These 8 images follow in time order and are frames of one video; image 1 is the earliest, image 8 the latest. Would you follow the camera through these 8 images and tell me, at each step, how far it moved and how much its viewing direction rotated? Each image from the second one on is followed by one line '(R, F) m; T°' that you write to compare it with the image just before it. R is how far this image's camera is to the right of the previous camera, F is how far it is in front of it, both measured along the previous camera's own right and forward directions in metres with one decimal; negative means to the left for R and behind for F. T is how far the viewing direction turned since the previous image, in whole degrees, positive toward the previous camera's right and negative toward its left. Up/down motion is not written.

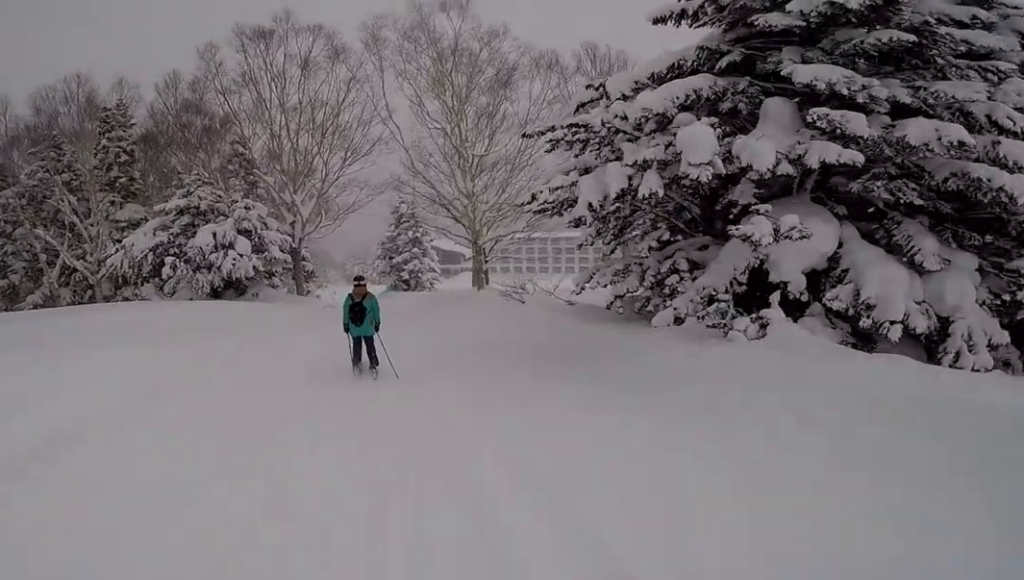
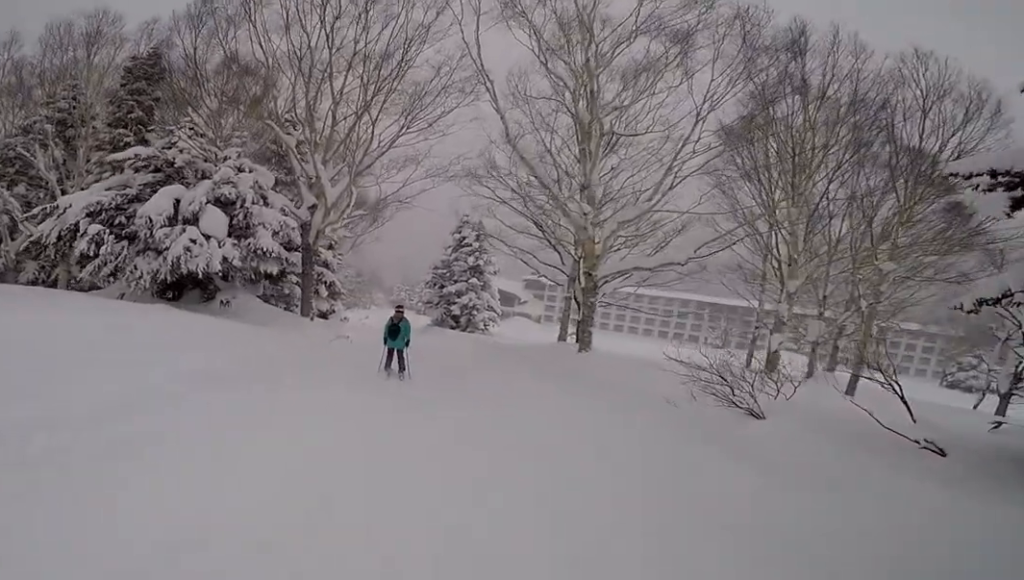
(-1.5, +7.5) m; -13°
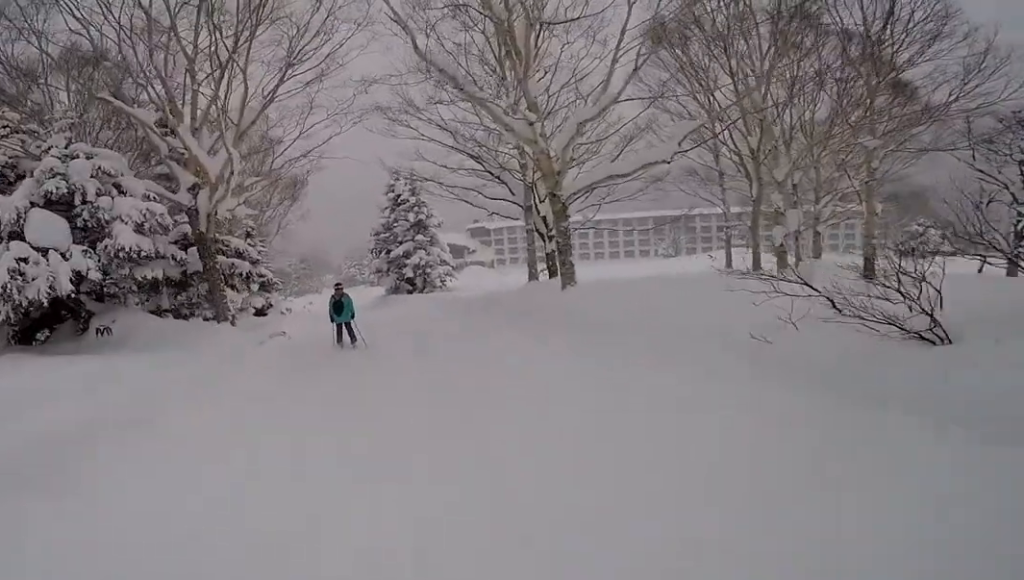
(0.0, +2.6) m; 0°
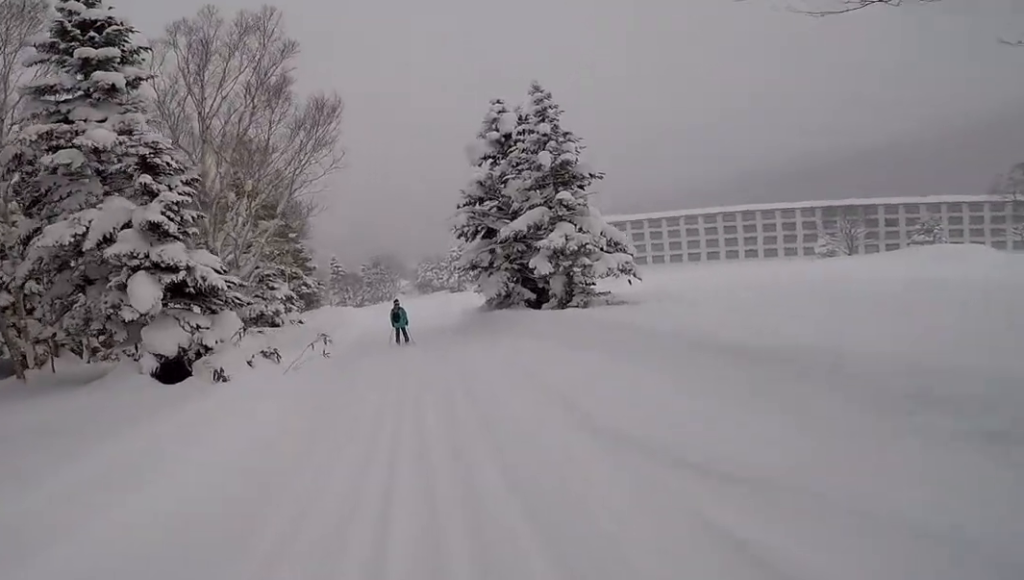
(0.0, +14.8) m; 0°
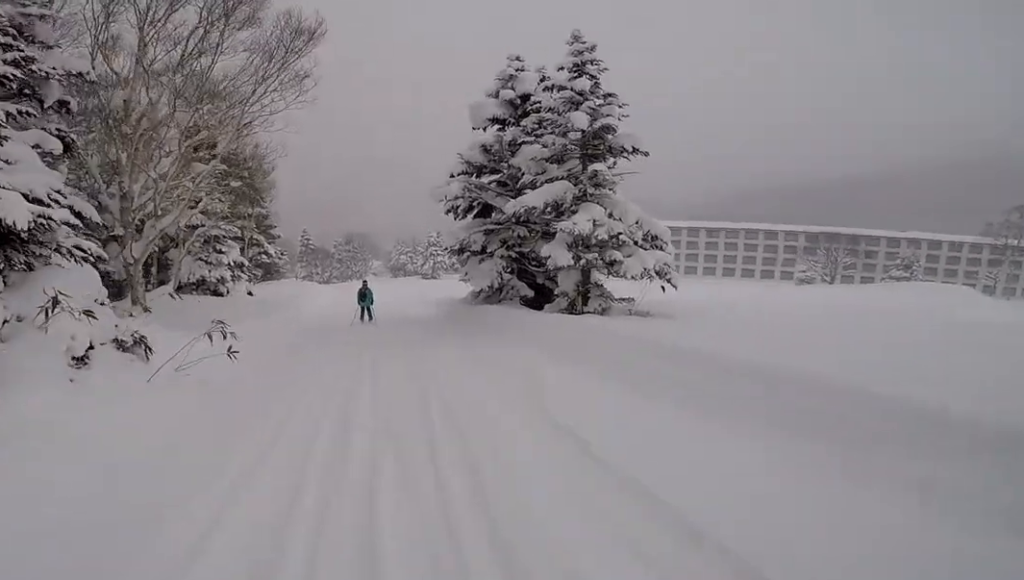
(0.0, +3.7) m; 0°
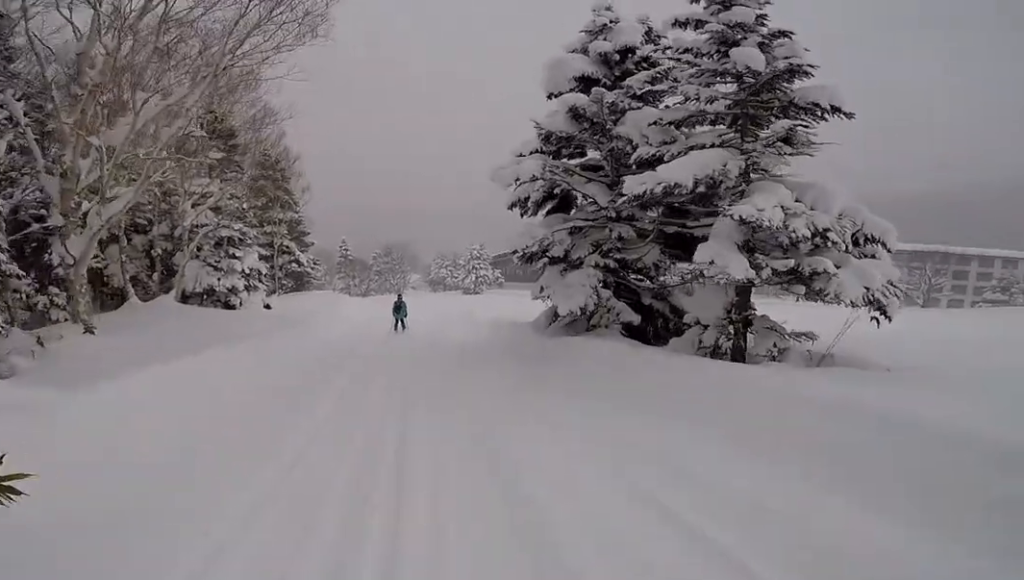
(0.0, +4.2) m; 0°
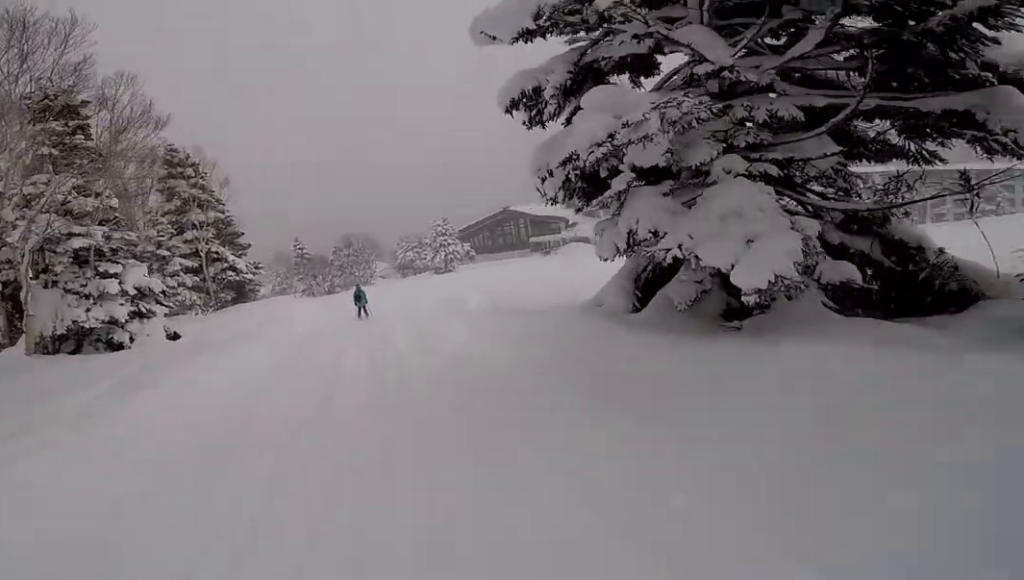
(0.0, +6.1) m; 0°
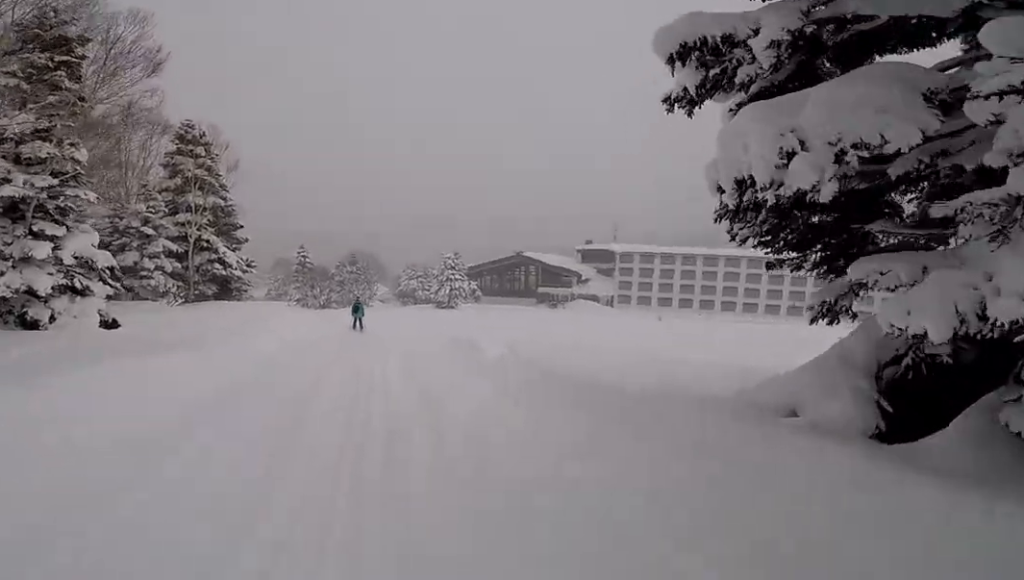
(0.0, +3.4) m; 0°
